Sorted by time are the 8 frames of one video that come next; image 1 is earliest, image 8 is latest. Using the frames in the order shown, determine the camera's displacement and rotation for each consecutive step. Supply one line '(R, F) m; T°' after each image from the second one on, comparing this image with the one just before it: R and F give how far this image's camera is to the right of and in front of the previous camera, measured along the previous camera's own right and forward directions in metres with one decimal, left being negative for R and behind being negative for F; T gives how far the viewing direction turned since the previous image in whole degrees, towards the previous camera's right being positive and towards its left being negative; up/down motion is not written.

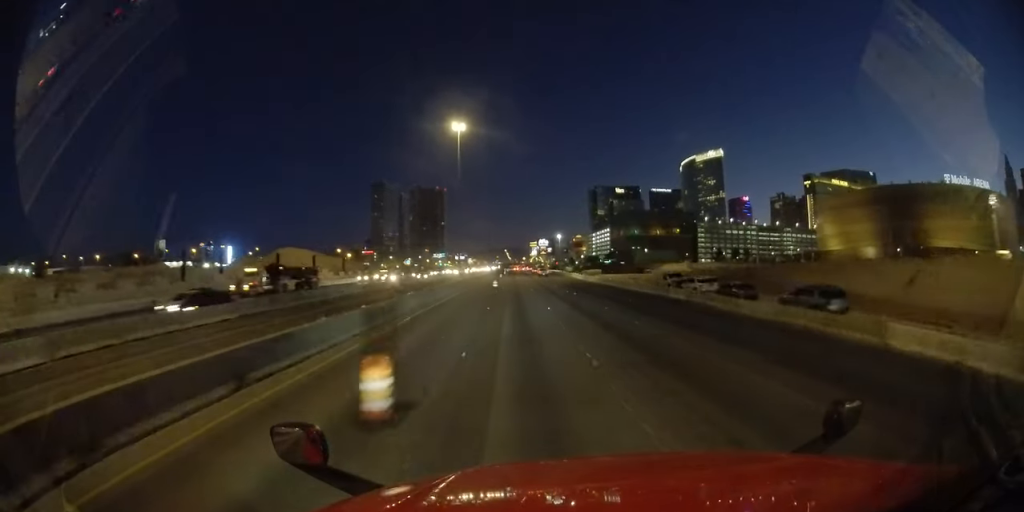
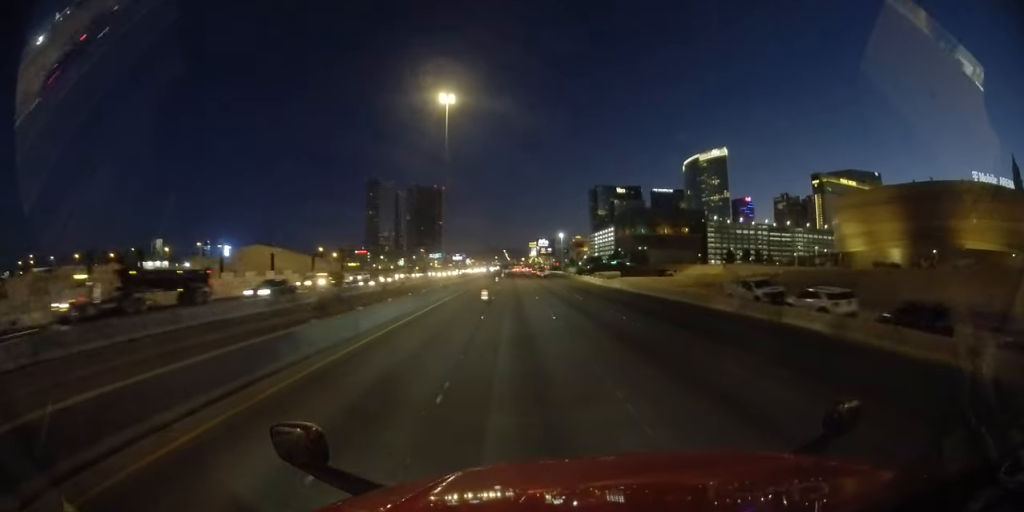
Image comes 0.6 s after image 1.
(-0.1, +15.9) m; 0°
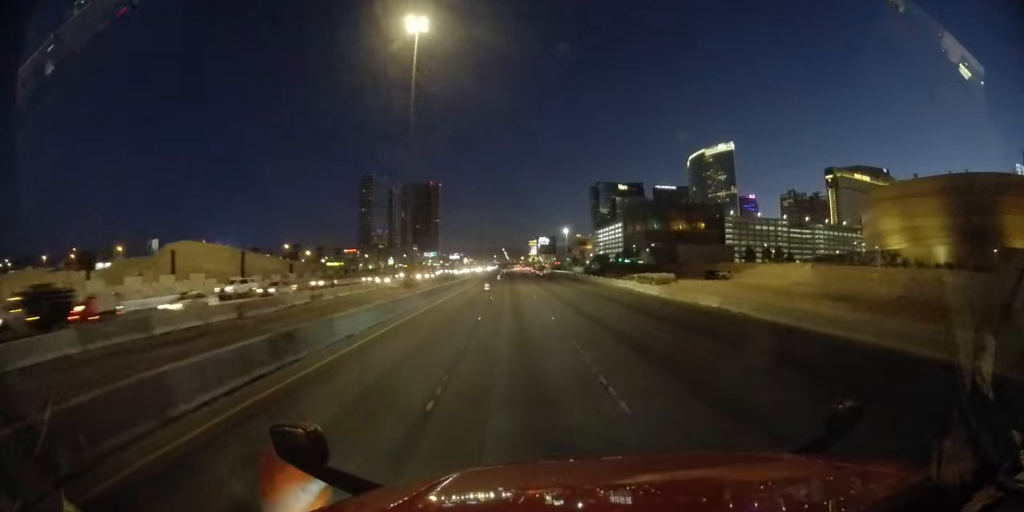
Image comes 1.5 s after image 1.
(0.0, +24.8) m; 0°
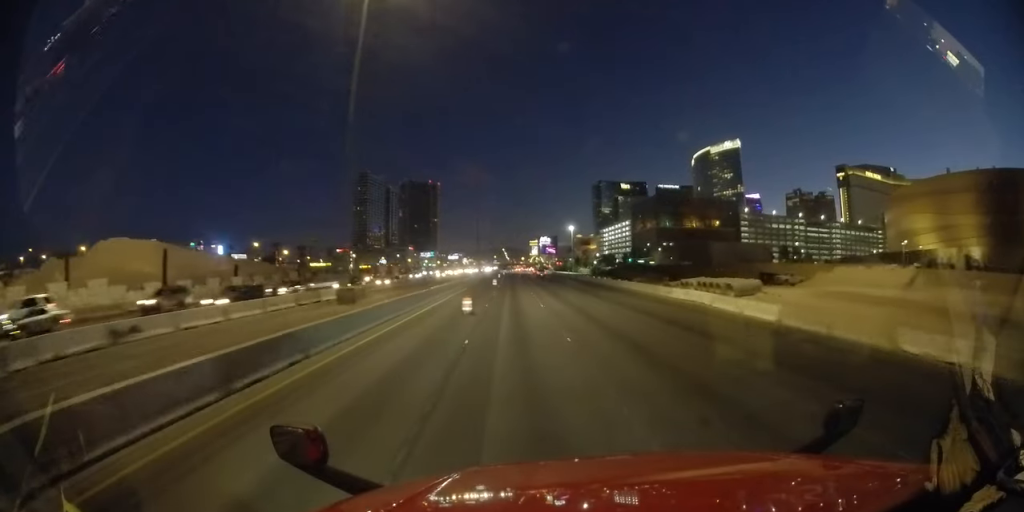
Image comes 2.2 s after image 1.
(0.0, +17.6) m; 0°
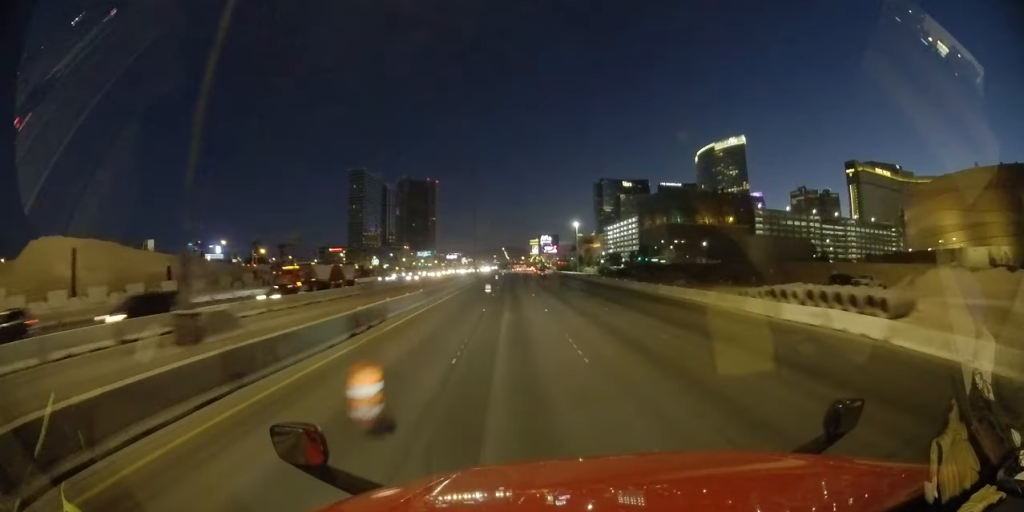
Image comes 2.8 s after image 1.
(0.0, +15.0) m; 0°
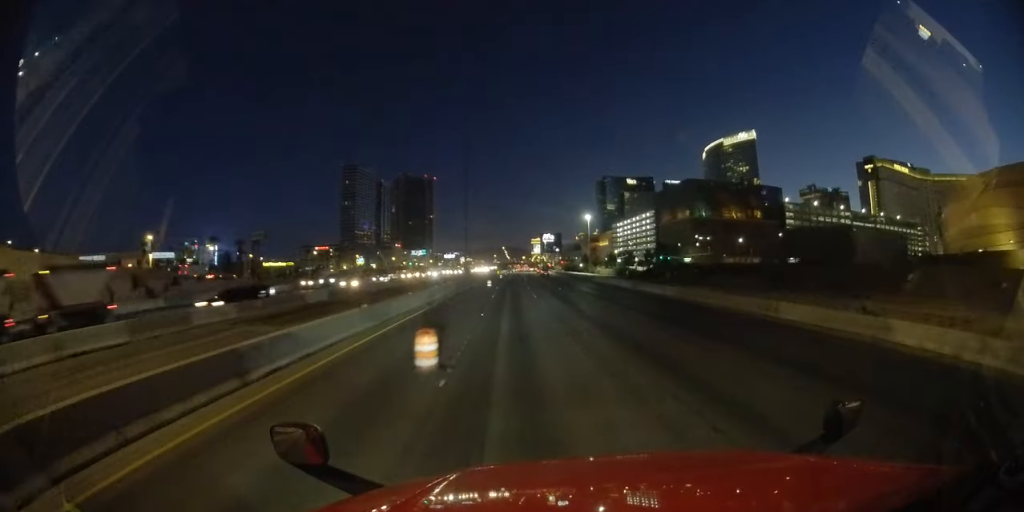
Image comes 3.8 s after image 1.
(0.0, +26.4) m; 0°
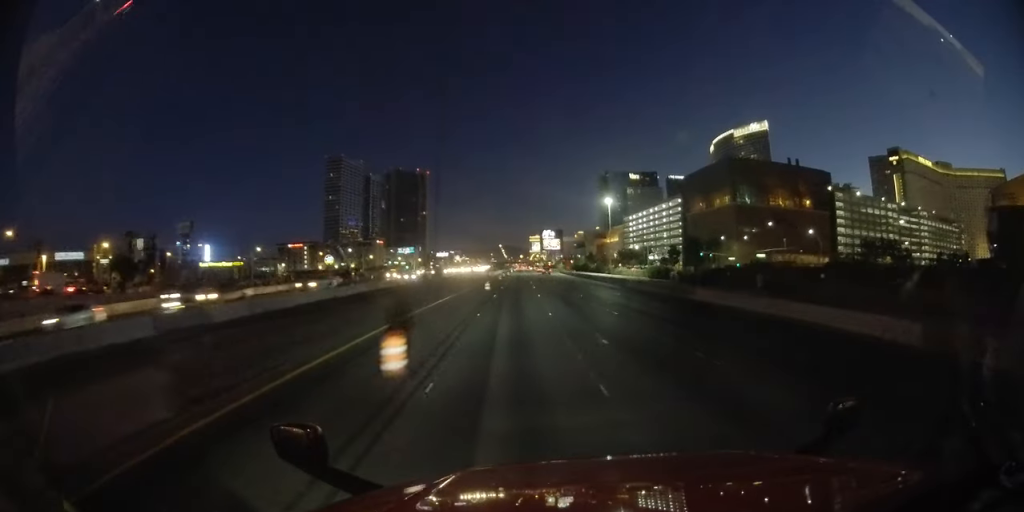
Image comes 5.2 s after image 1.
(+0.1, +37.1) m; 0°
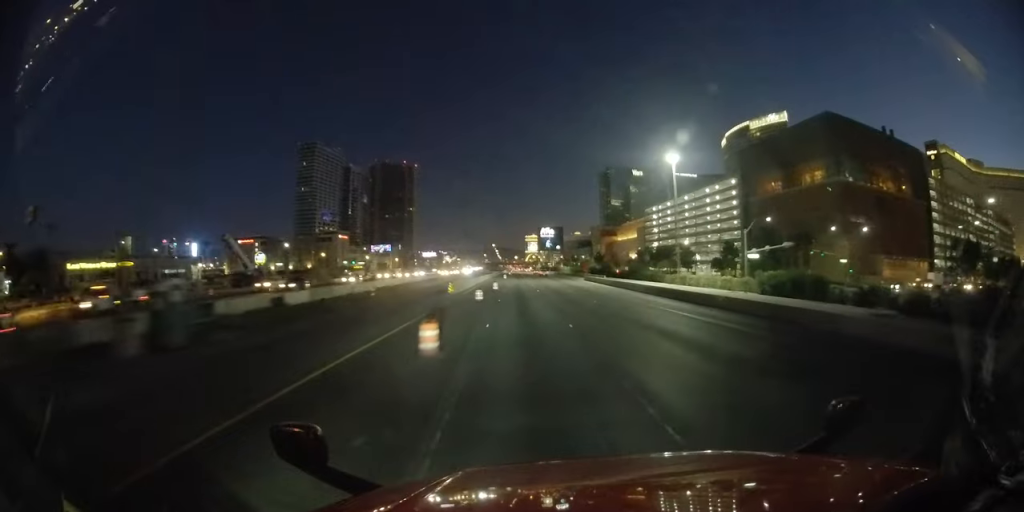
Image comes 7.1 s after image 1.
(0.0, +52.7) m; 0°
